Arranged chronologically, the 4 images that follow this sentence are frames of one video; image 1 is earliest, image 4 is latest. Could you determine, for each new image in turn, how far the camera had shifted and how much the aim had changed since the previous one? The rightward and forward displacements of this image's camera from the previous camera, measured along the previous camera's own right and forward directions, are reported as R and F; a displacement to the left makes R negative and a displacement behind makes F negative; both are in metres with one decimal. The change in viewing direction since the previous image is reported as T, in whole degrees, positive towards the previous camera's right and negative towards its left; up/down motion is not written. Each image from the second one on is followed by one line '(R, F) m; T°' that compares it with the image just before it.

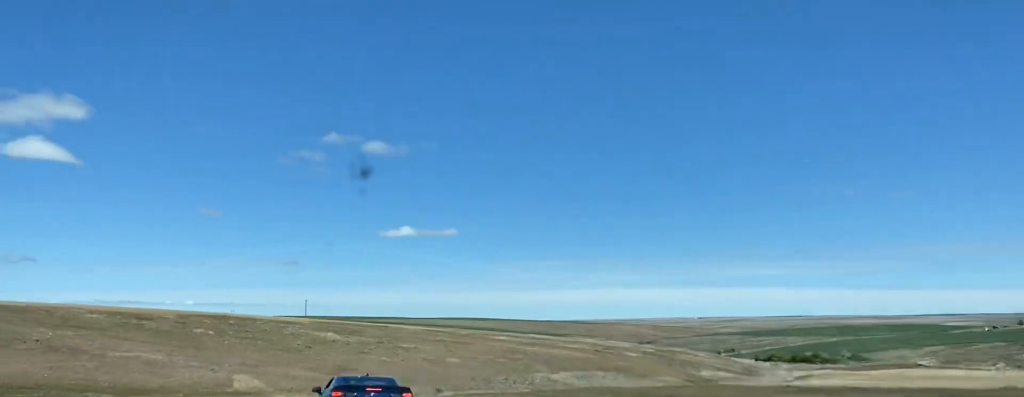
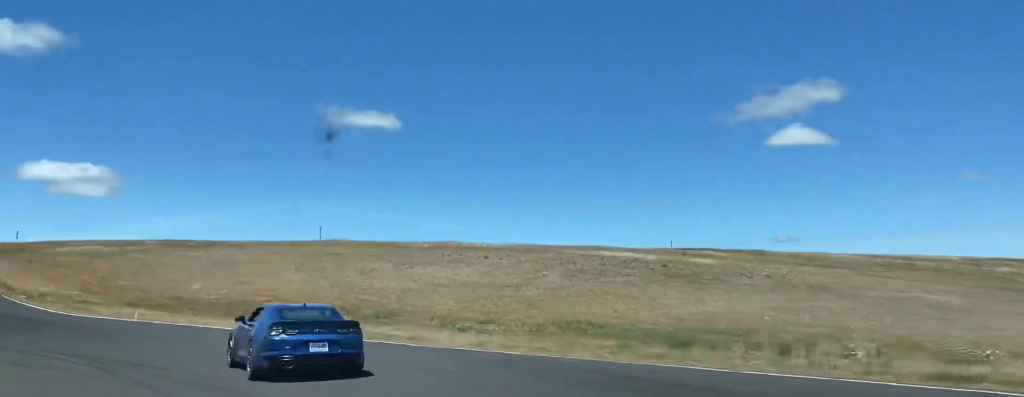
(-17.0, +51.6) m; -44°
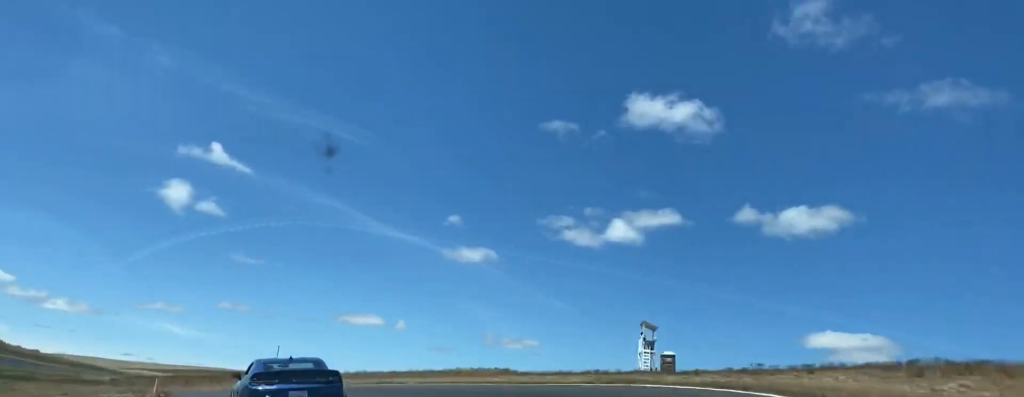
(-44.0, +68.8) m; -55°
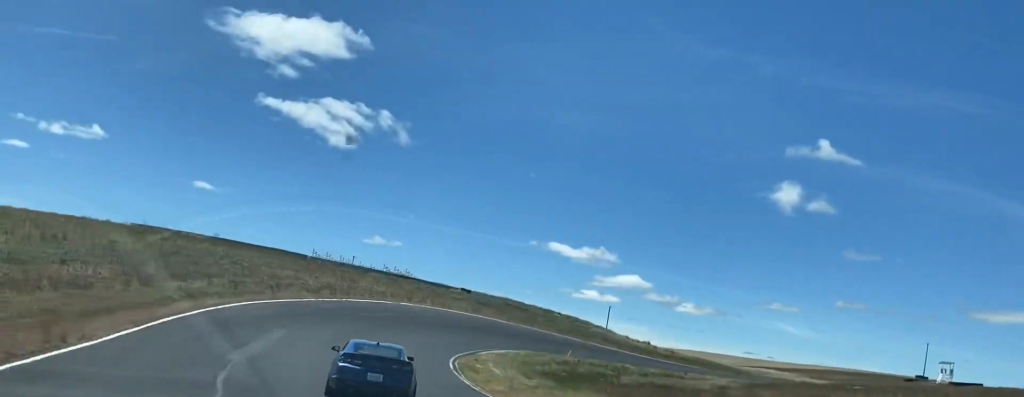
(-12.2, +42.5) m; -30°
